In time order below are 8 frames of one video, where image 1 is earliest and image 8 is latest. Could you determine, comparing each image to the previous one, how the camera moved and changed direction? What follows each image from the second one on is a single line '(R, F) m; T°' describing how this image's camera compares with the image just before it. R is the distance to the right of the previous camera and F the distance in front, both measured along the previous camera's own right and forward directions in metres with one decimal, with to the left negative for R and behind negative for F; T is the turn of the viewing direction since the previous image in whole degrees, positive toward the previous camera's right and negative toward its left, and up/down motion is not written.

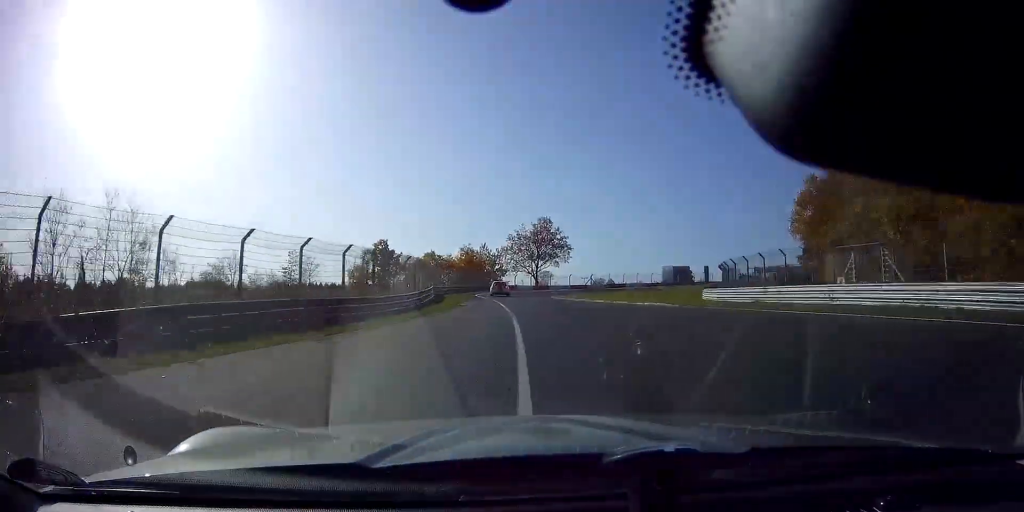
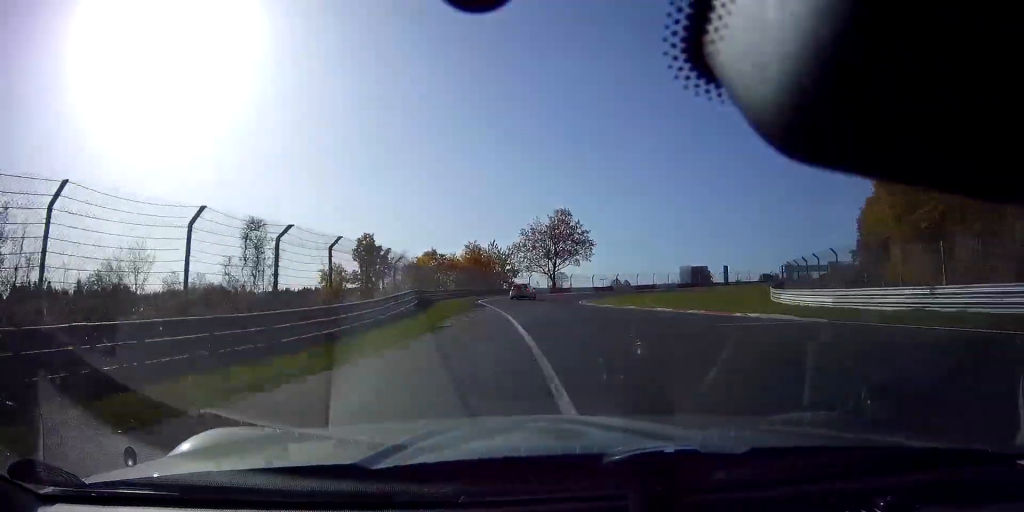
(-0.6, +12.4) m; -1°
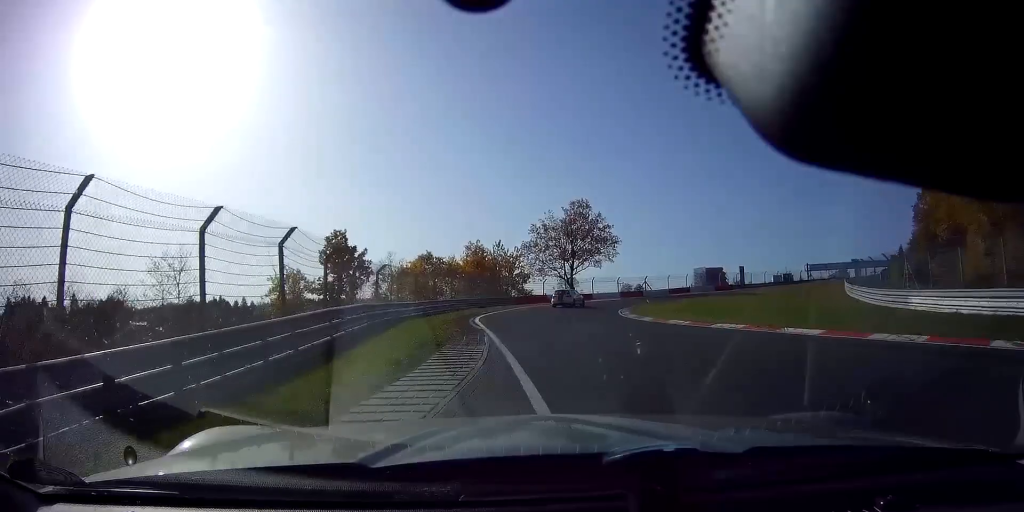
(-0.4, +12.4) m; -1°
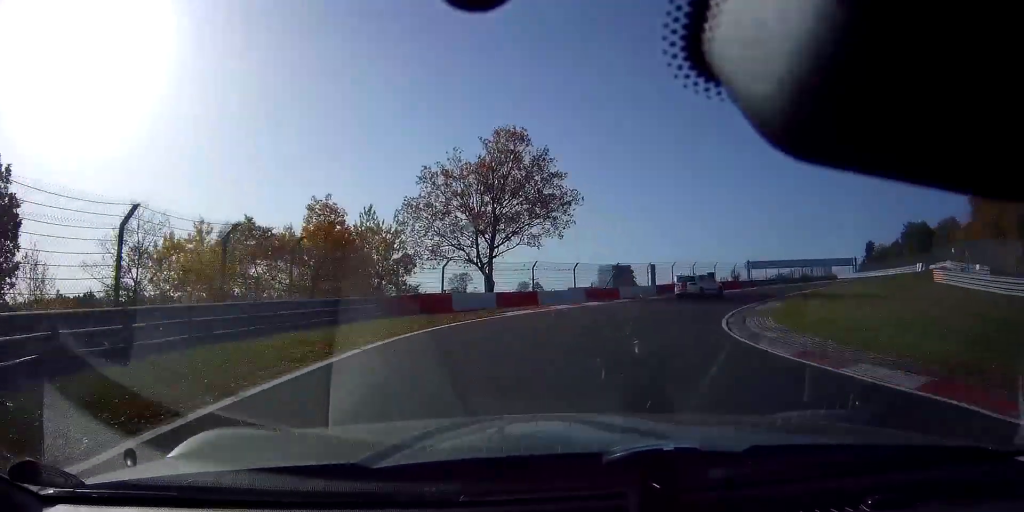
(+3.2, +29.5) m; +19°
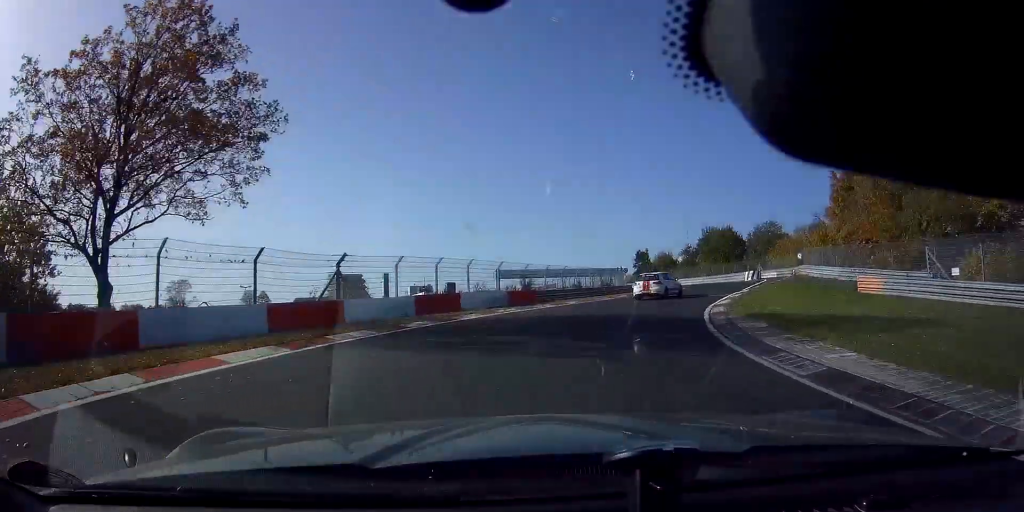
(+3.5, +18.2) m; +24°
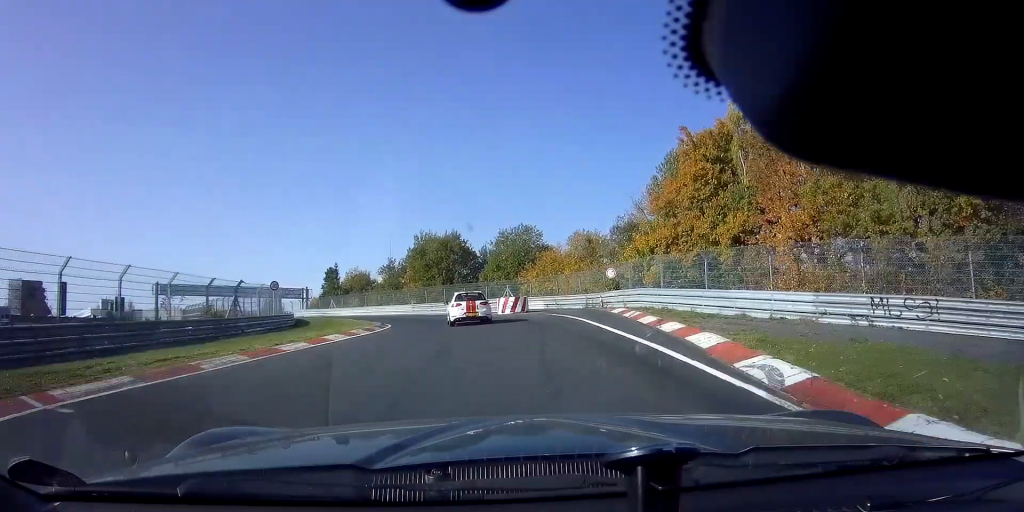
(+8.3, +26.9) m; +23°
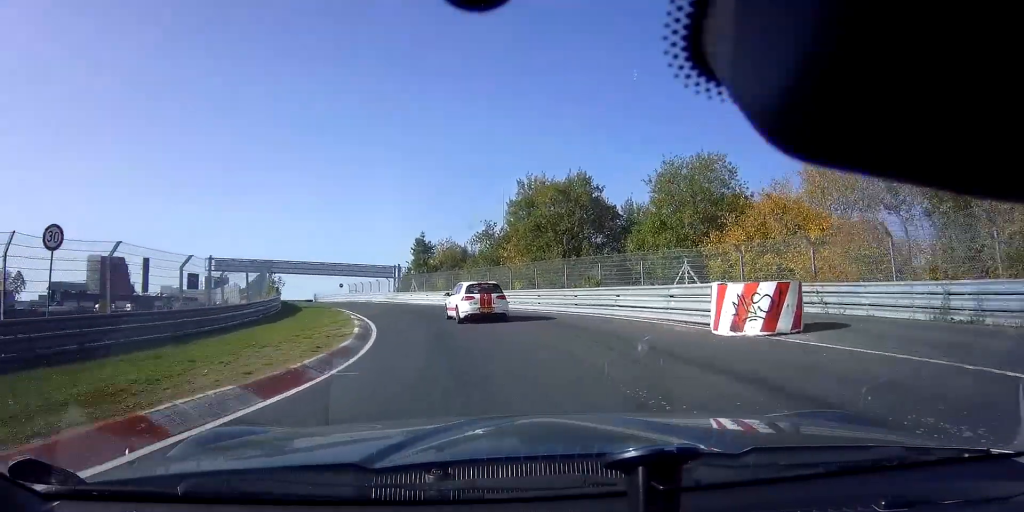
(-1.6, +23.6) m; -12°
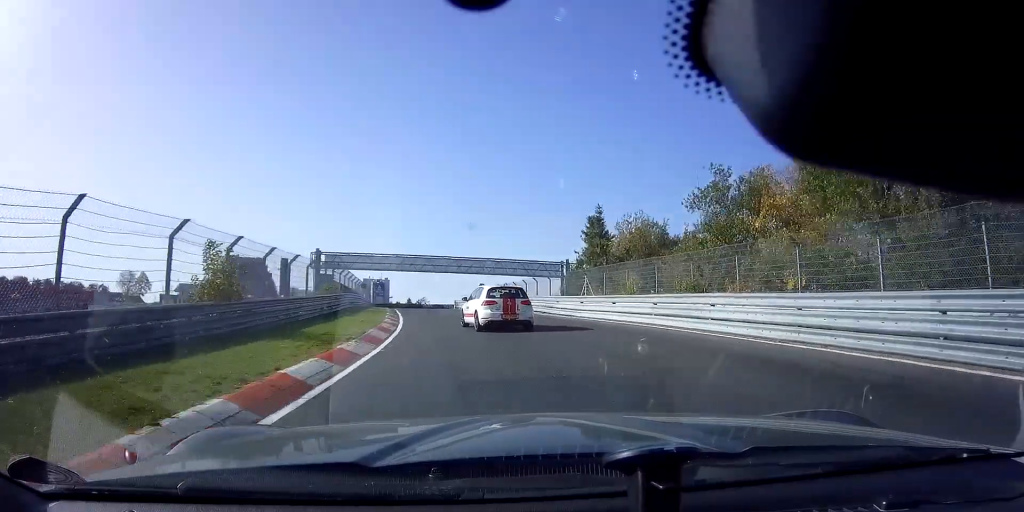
(-3.9, +23.4) m; -17°
